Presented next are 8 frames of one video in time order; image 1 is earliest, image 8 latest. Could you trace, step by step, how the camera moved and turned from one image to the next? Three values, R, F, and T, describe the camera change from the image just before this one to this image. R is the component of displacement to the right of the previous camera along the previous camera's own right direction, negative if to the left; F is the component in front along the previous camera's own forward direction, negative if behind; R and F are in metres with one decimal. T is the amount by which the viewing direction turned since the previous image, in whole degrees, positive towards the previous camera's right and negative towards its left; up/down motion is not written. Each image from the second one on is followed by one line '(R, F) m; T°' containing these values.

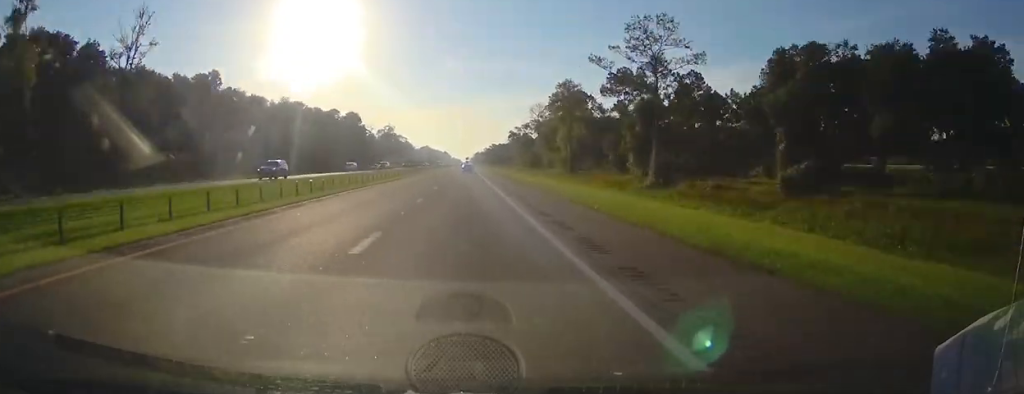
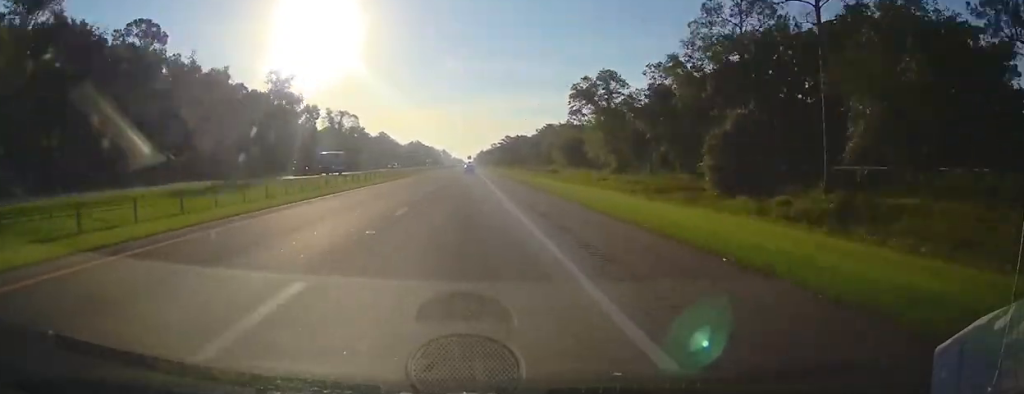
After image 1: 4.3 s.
(+0.5, +152.3) m; 0°
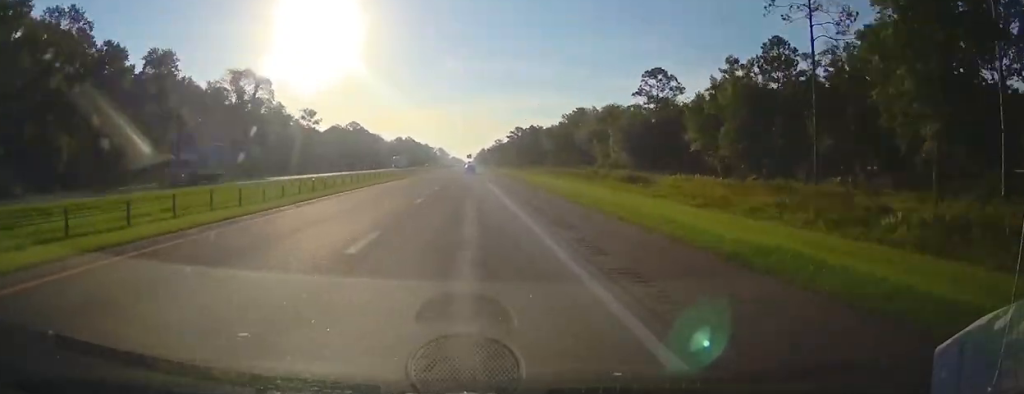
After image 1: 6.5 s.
(+0.7, +83.0) m; 0°
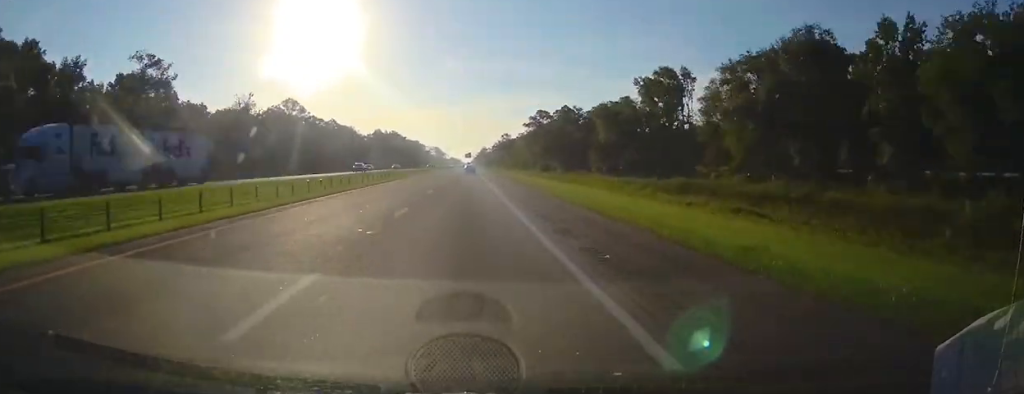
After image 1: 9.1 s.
(-0.7, +87.8) m; 0°
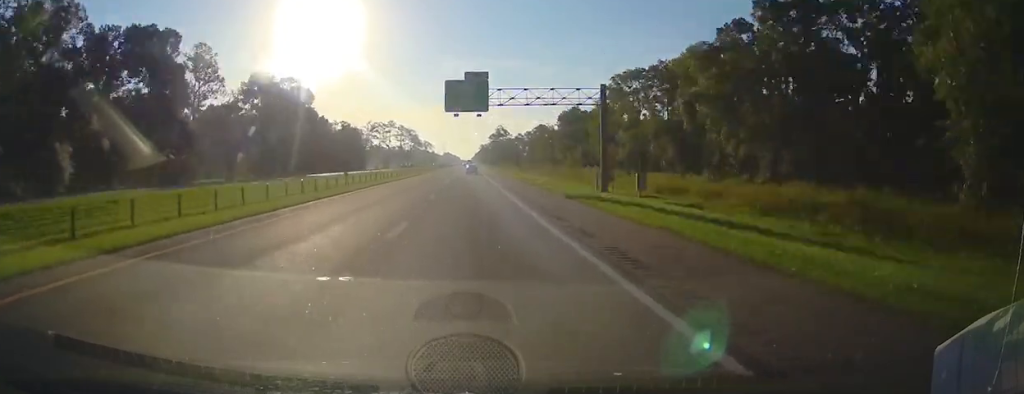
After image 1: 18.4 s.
(+0.7, +332.2) m; 0°
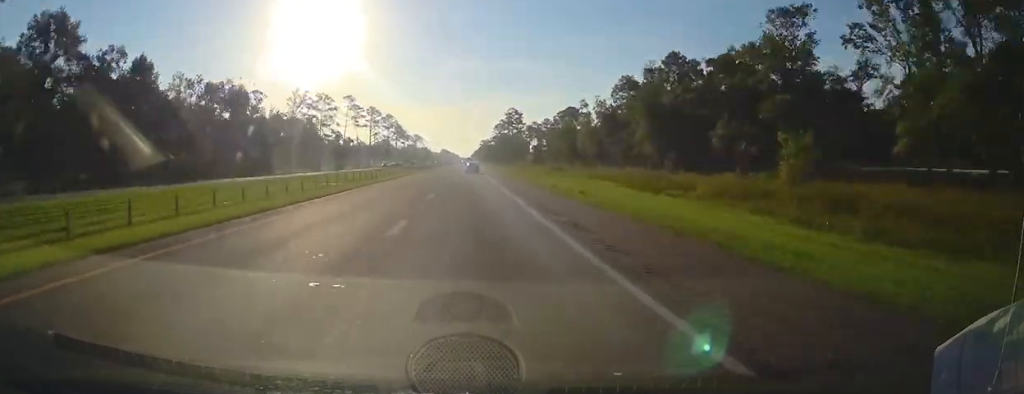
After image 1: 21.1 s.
(-0.3, +97.4) m; 0°
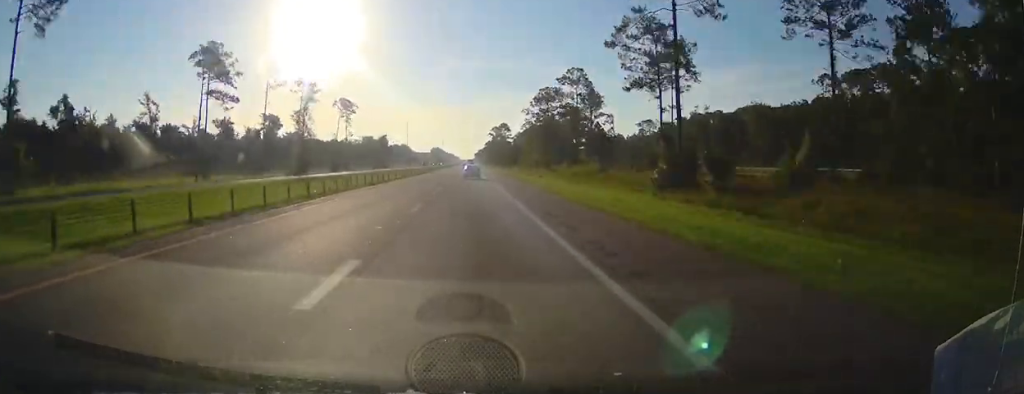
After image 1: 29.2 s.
(-1.4, +295.4) m; 0°
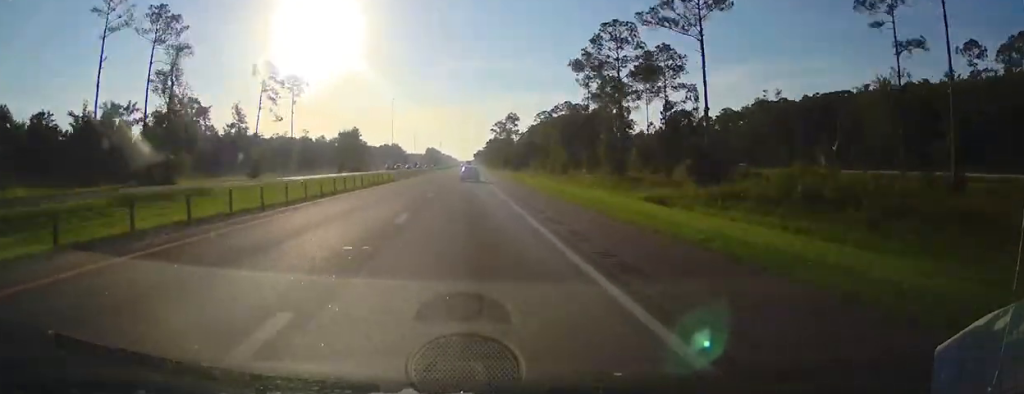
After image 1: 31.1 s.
(-0.6, +73.3) m; 0°
